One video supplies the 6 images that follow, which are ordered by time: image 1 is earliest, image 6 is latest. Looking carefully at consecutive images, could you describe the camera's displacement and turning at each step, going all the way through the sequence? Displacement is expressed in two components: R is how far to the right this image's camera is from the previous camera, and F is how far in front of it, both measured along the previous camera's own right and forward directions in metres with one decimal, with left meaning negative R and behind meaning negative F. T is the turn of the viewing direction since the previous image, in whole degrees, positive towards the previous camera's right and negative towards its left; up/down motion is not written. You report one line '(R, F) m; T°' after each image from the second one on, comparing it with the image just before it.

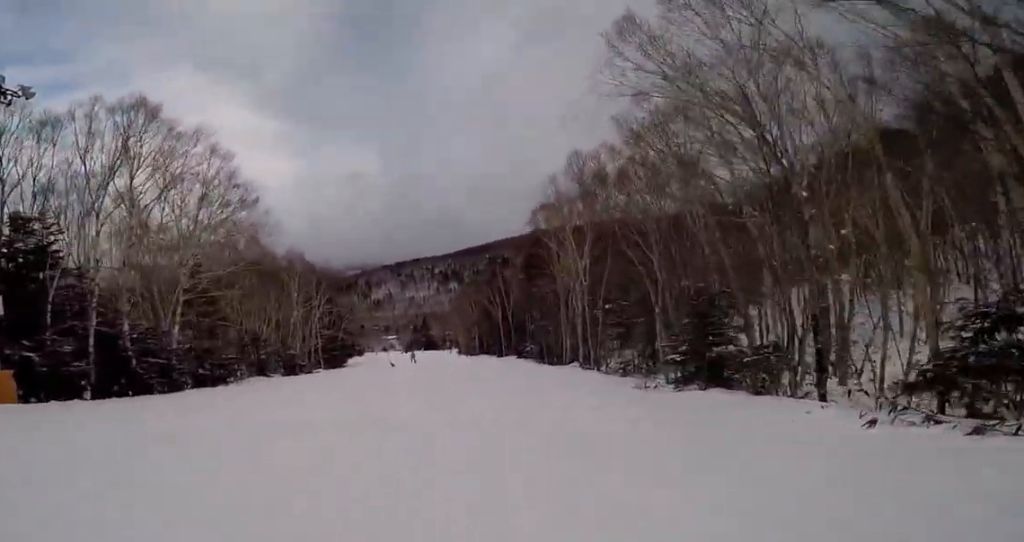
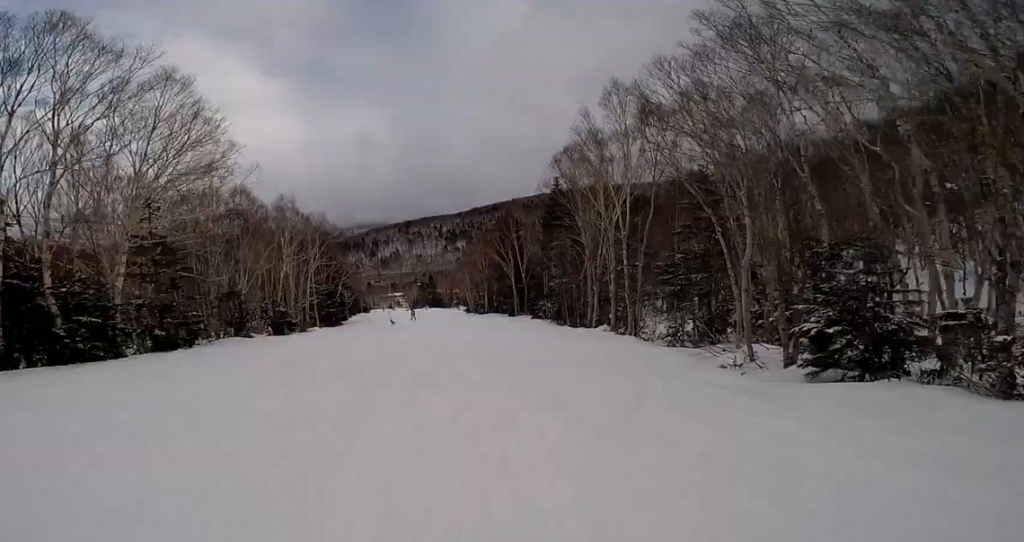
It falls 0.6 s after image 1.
(-0.3, +5.1) m; +1°
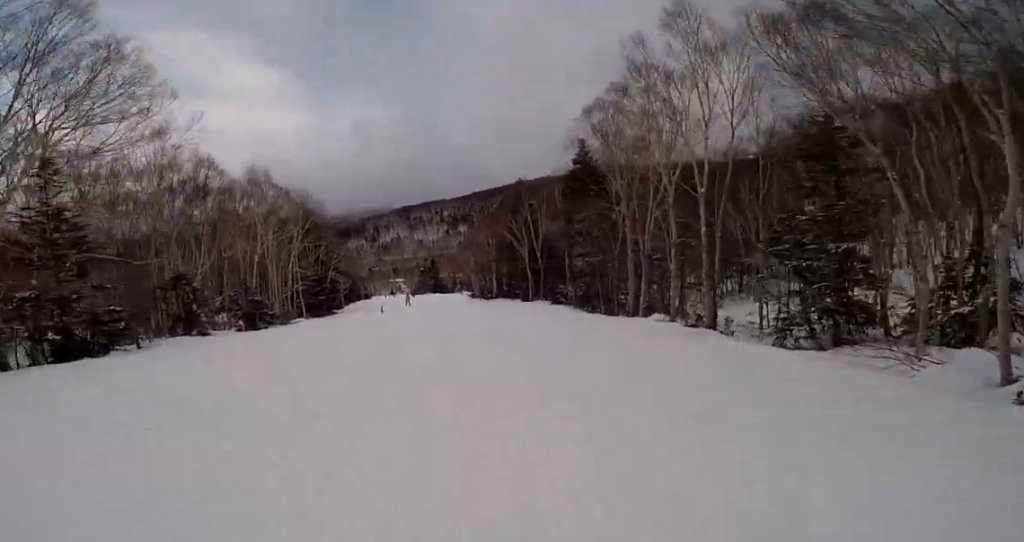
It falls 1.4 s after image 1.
(+0.8, +7.2) m; +6°
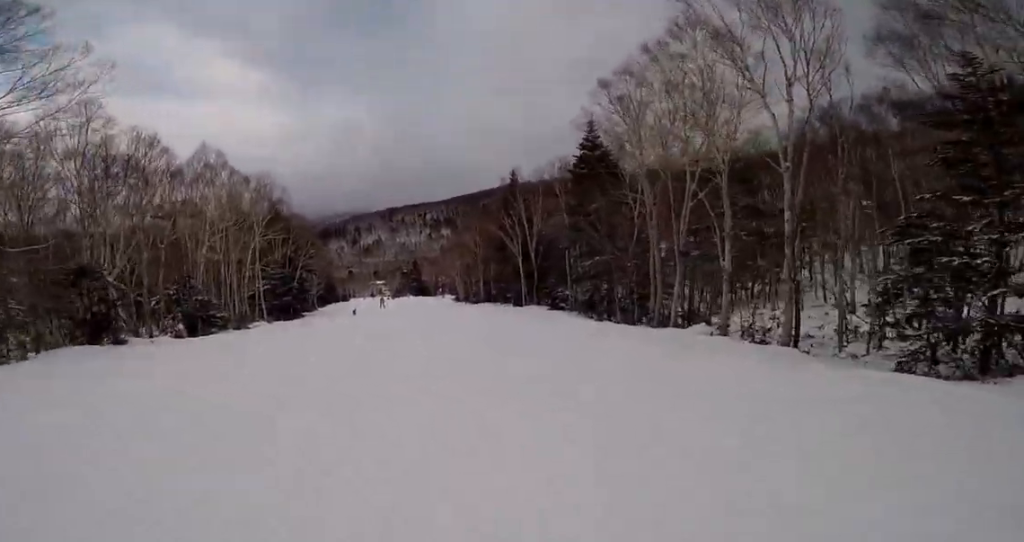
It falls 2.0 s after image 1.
(0.0, +5.6) m; -4°
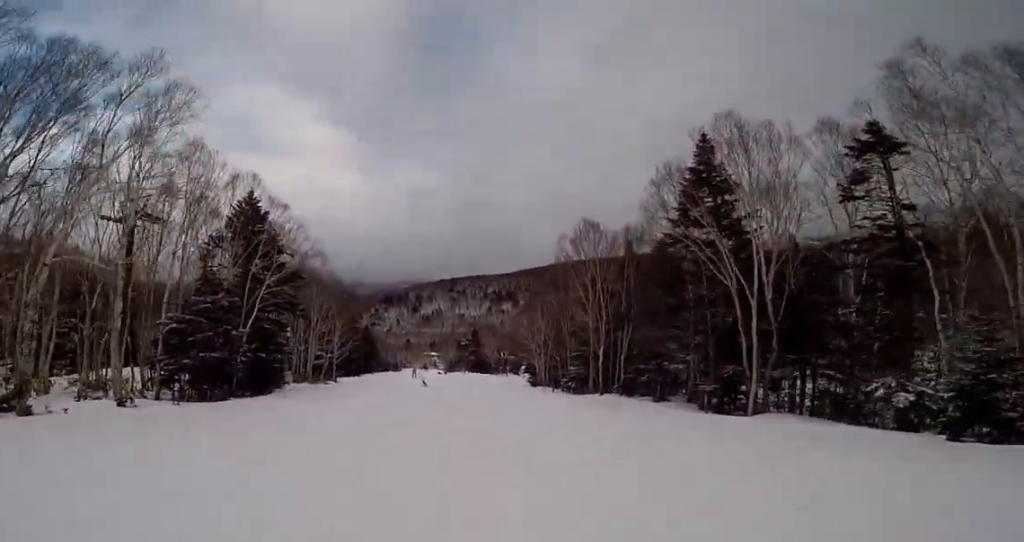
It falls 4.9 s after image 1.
(-1.7, +26.0) m; -8°
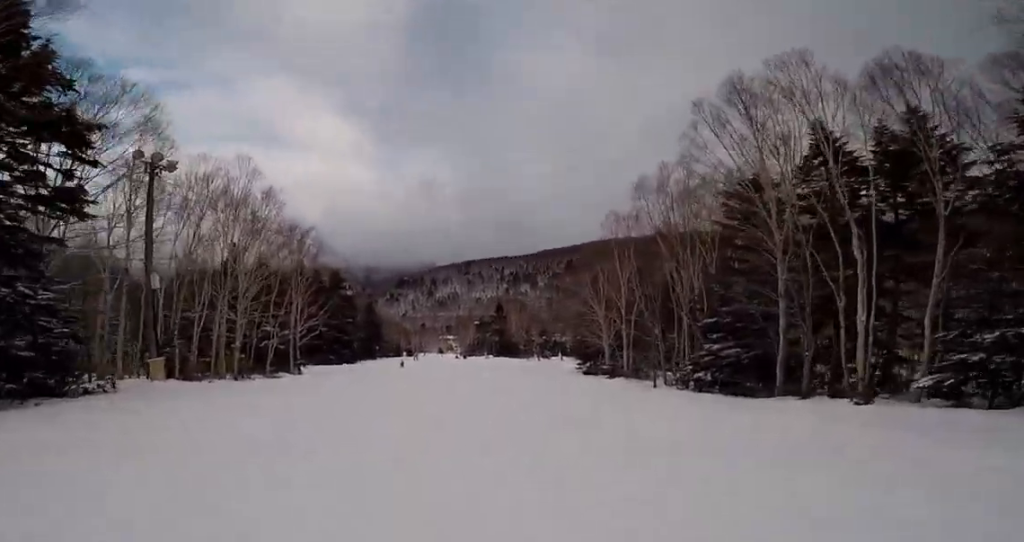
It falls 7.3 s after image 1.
(+0.8, +20.6) m; +4°
